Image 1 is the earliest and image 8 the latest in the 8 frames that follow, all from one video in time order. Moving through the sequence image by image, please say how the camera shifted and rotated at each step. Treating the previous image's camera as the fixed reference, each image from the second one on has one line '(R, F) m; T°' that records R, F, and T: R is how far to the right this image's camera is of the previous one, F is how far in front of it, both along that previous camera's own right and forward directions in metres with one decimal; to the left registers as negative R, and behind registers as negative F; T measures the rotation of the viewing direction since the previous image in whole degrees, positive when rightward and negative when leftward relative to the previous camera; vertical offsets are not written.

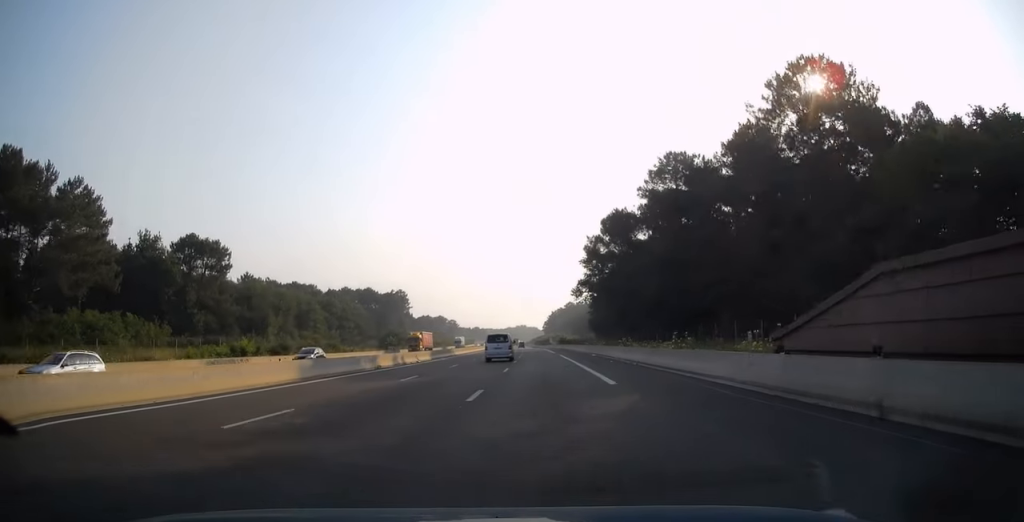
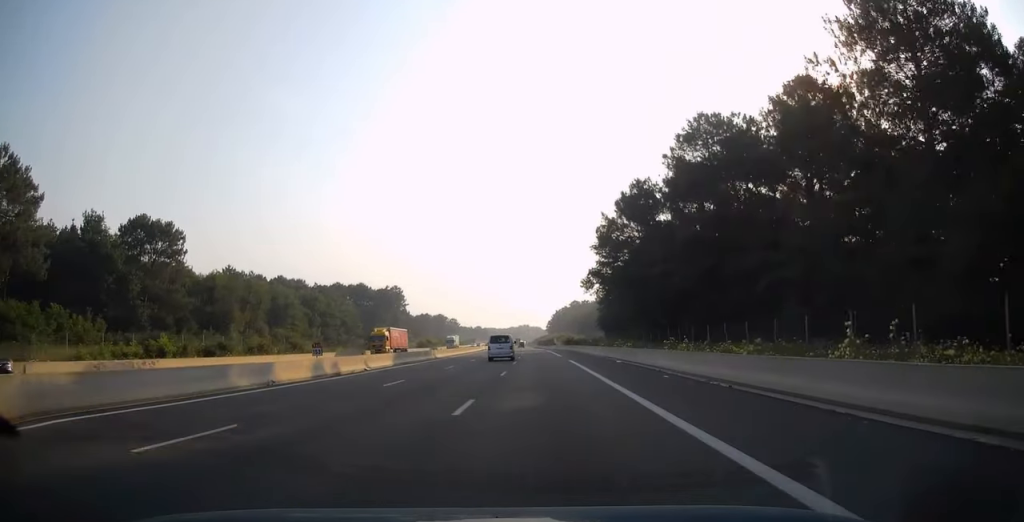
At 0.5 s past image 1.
(-0.3, +15.7) m; -1°
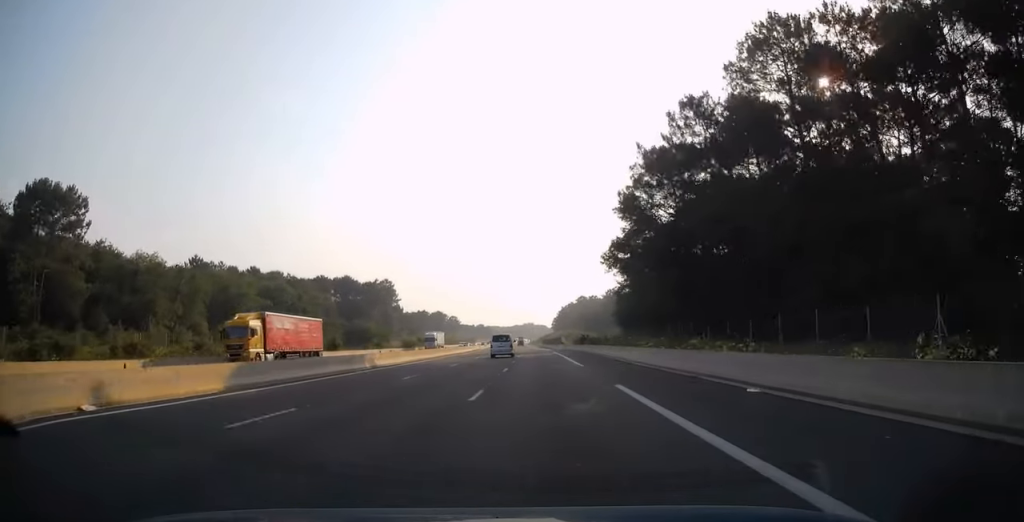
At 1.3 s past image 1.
(-0.2, +23.5) m; 0°
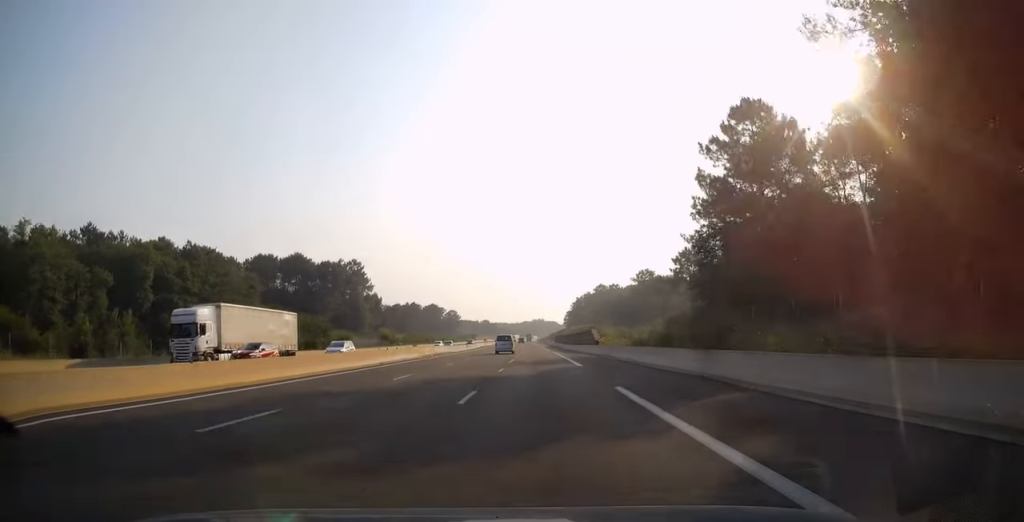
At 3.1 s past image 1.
(+0.2, +53.0) m; -1°
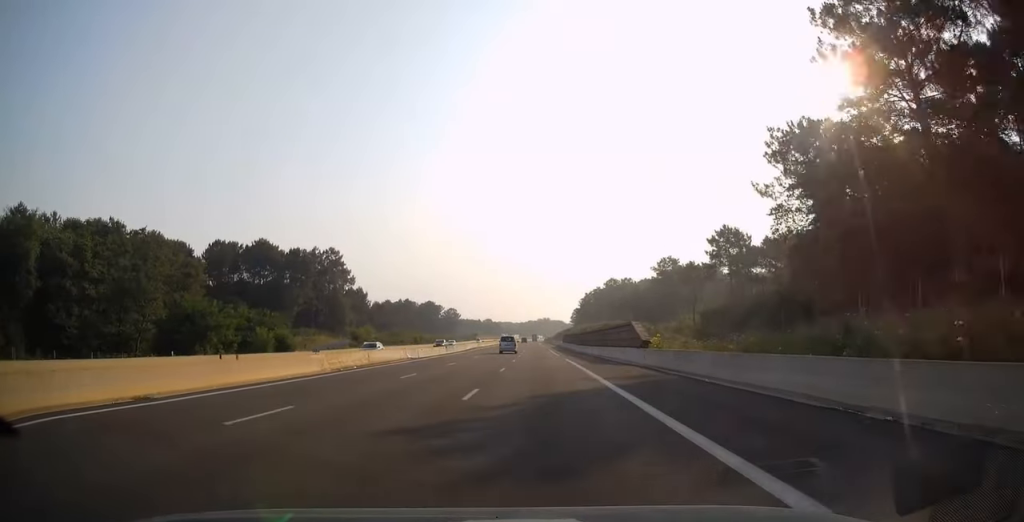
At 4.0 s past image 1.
(-0.3, +25.0) m; -1°
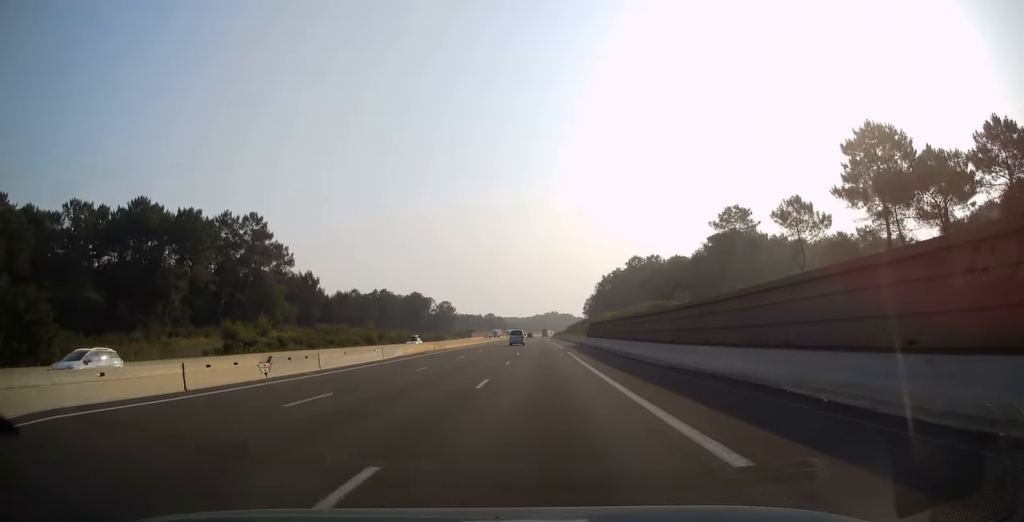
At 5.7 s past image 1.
(0.0, +49.6) m; 0°
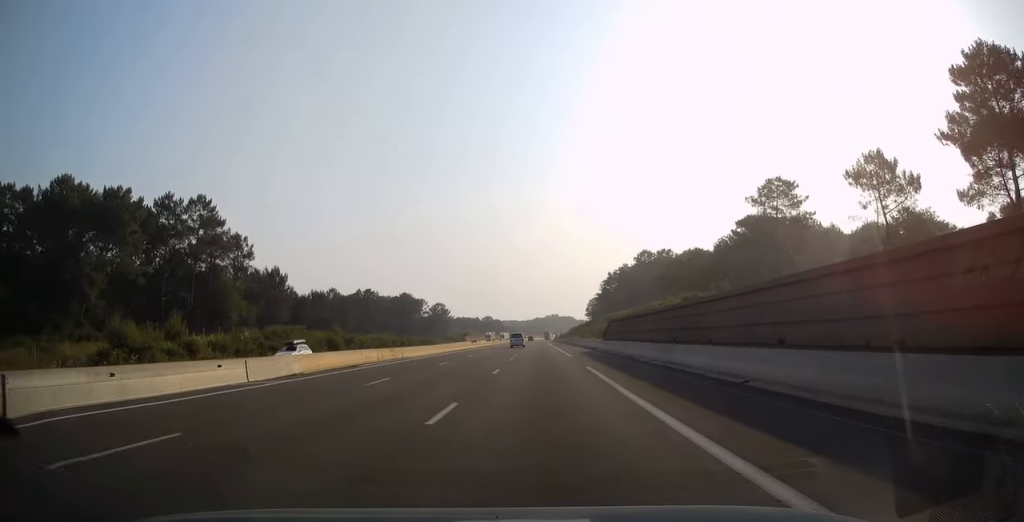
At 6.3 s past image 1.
(-0.2, +19.8) m; -1°
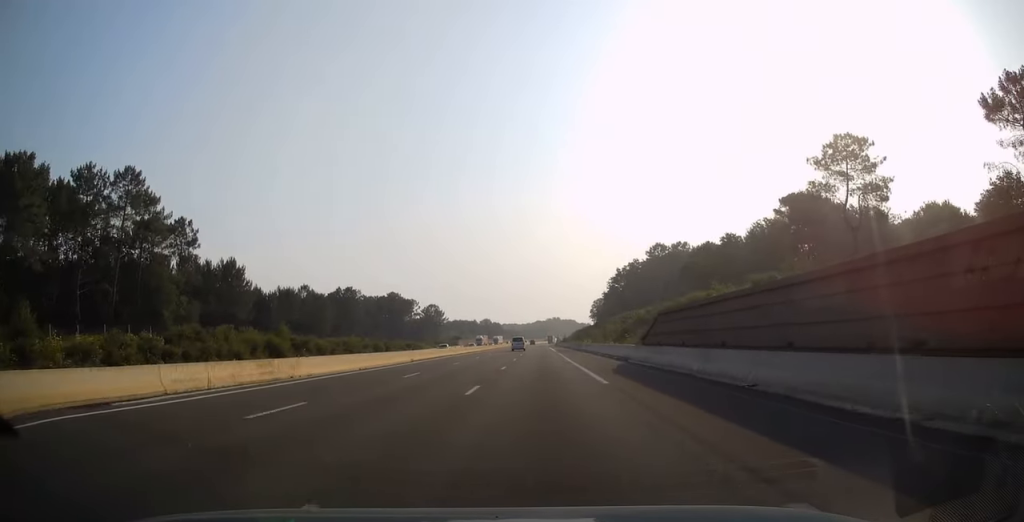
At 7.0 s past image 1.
(-0.1, +20.7) m; 0°
